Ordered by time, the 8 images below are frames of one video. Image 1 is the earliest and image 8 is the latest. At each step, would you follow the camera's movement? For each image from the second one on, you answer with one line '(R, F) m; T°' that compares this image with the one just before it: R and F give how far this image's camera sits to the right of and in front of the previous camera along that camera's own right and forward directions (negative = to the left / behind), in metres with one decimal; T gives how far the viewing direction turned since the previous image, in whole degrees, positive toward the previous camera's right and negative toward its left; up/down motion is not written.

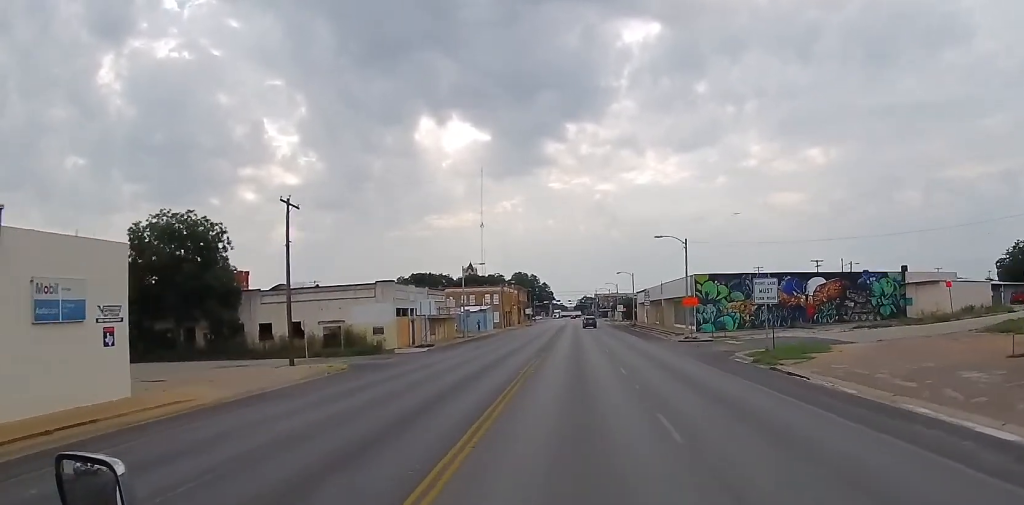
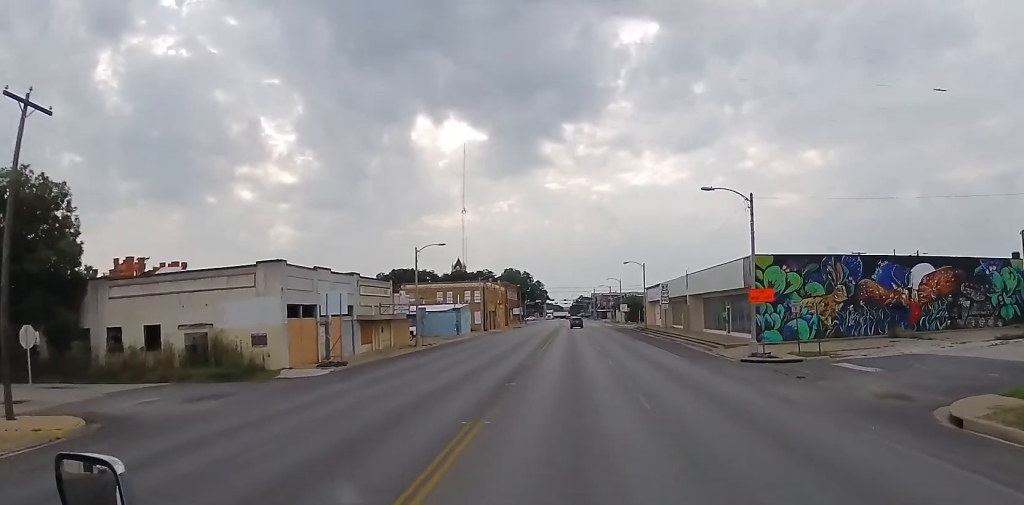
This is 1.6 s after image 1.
(-0.8, +20.4) m; +1°
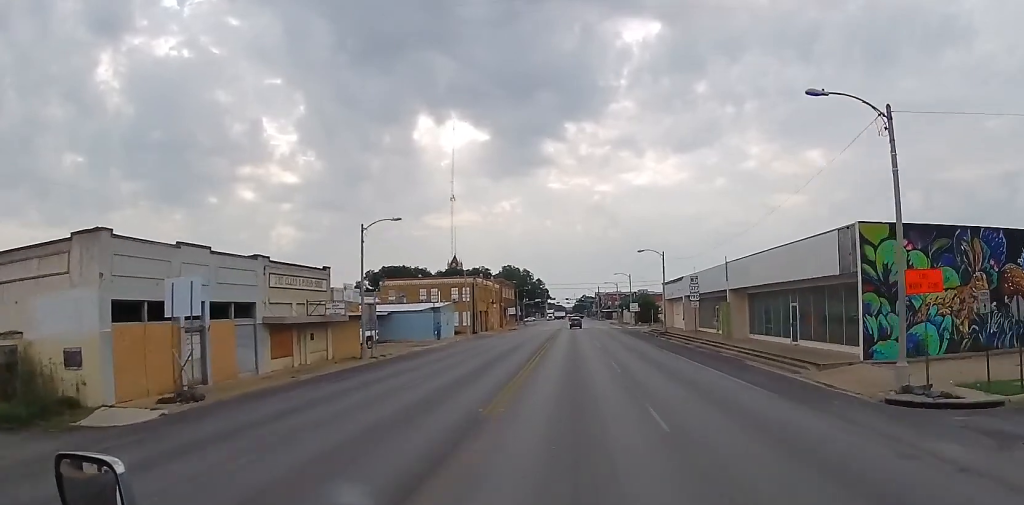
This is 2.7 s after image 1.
(+0.8, +14.7) m; +2°
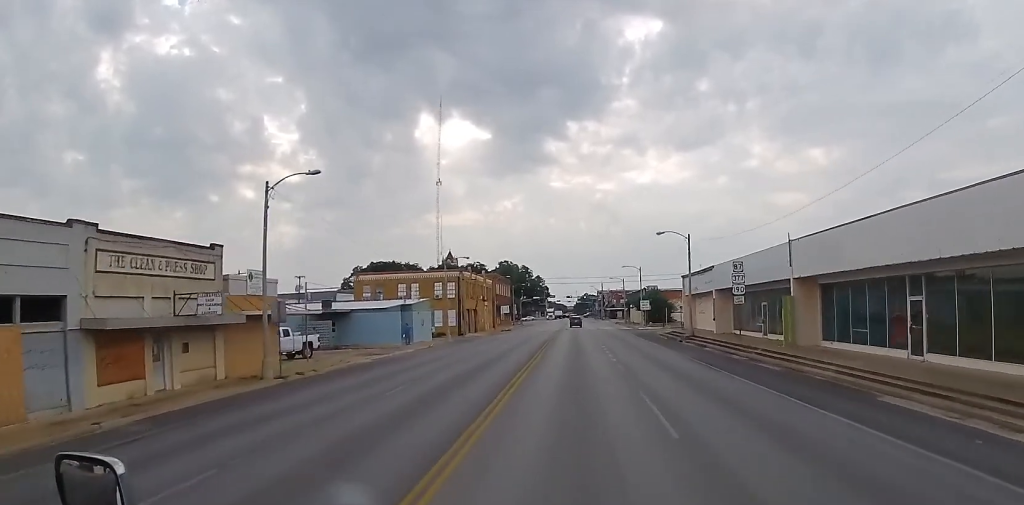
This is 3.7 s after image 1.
(-0.3, +13.1) m; -1°
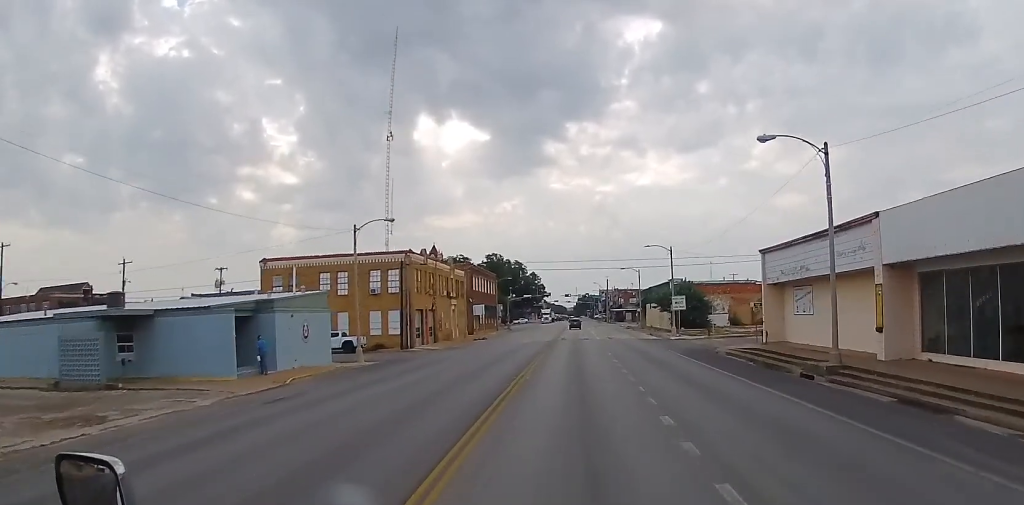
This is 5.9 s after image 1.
(-0.1, +27.4) m; -2°
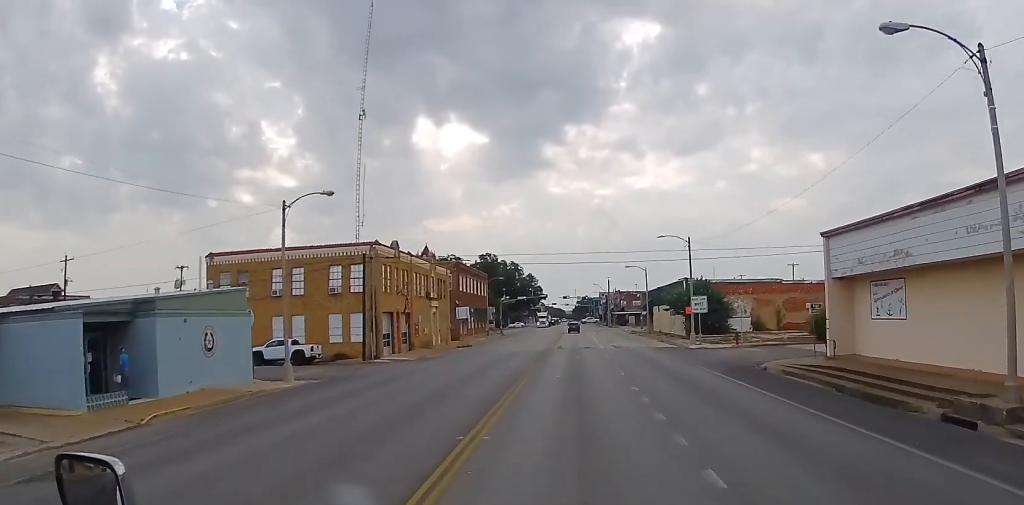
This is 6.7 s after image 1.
(-0.1, +9.9) m; -1°
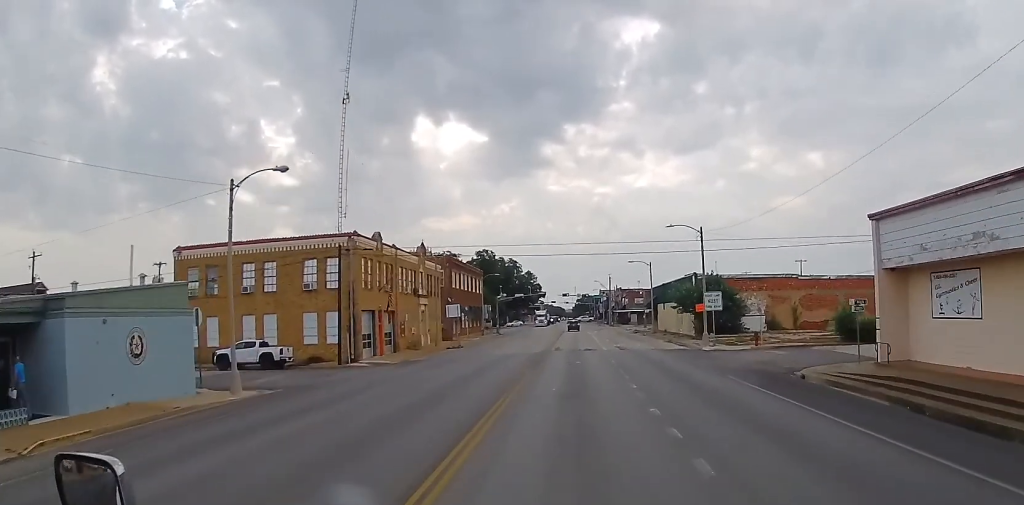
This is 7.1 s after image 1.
(0.0, +4.9) m; 0°
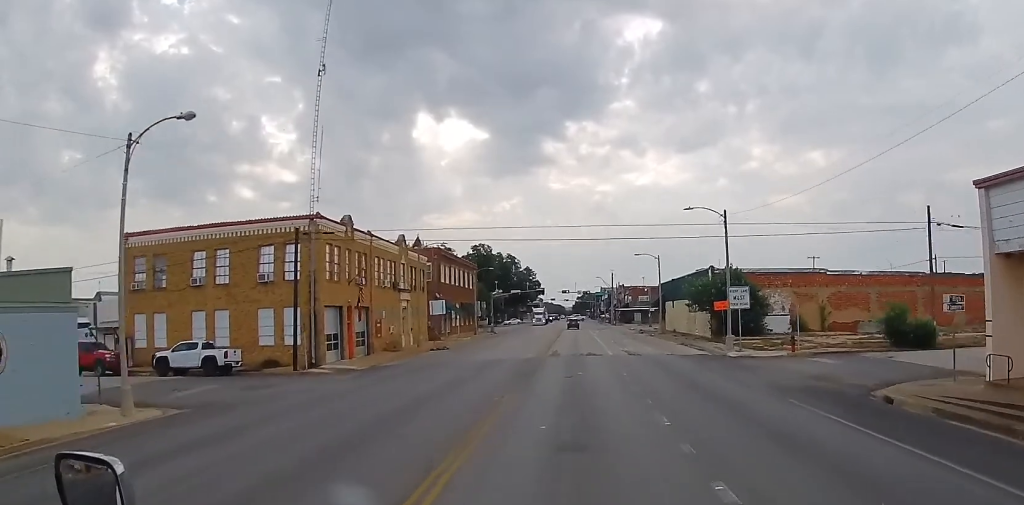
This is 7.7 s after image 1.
(0.0, +6.9) m; -1°
